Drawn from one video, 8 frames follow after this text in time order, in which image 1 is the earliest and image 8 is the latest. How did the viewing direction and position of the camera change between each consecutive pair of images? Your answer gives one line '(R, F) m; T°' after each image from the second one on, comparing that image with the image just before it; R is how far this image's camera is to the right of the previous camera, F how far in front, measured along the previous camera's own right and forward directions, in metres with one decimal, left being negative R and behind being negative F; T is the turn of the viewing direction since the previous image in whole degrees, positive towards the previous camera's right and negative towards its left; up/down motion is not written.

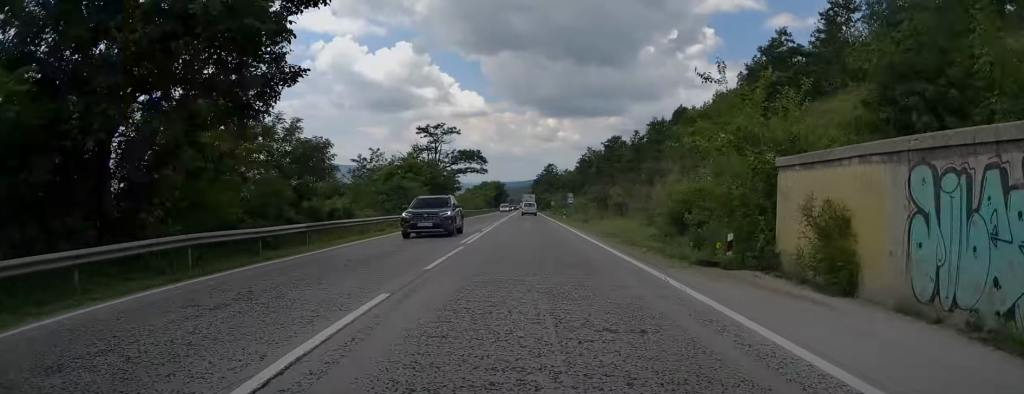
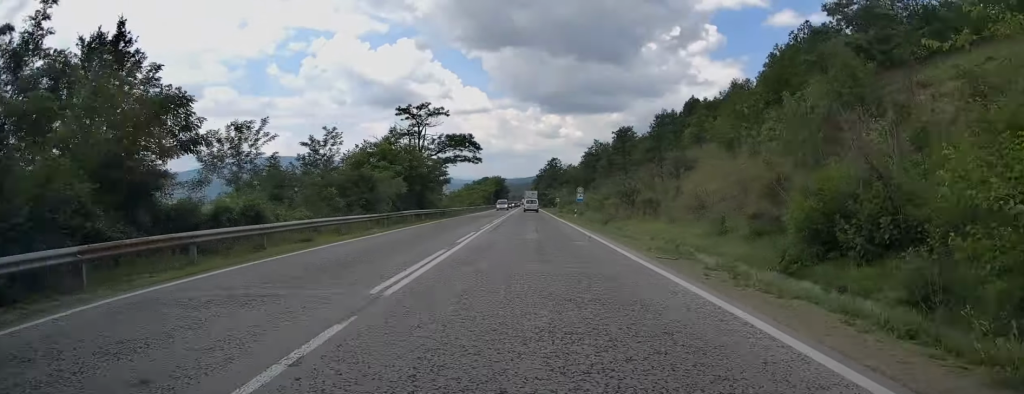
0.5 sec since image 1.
(0.0, +11.1) m; 0°
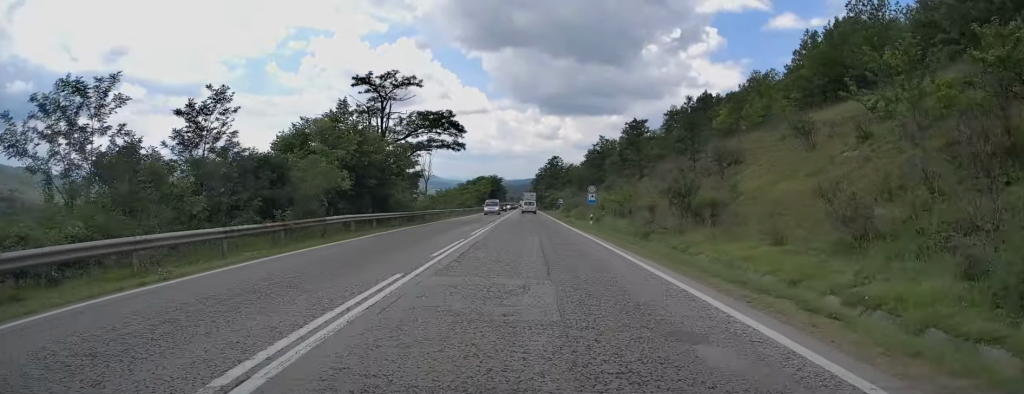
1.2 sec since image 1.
(0.0, +13.6) m; 0°
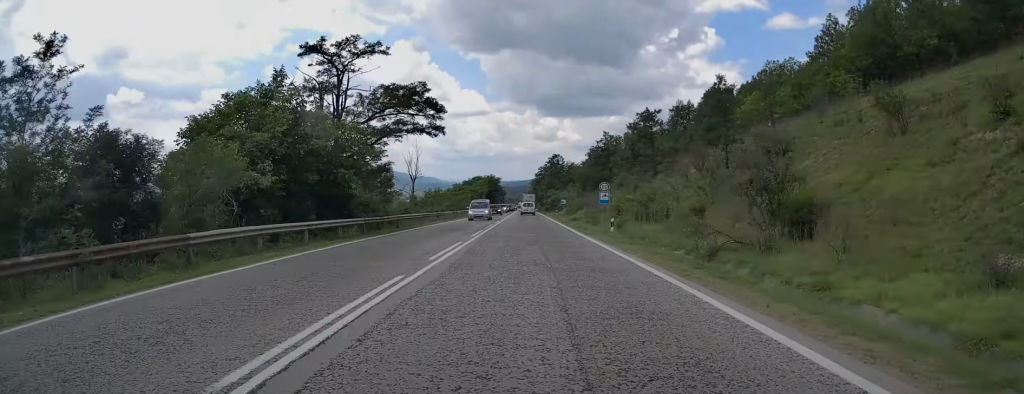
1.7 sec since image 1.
(0.0, +9.4) m; 0°
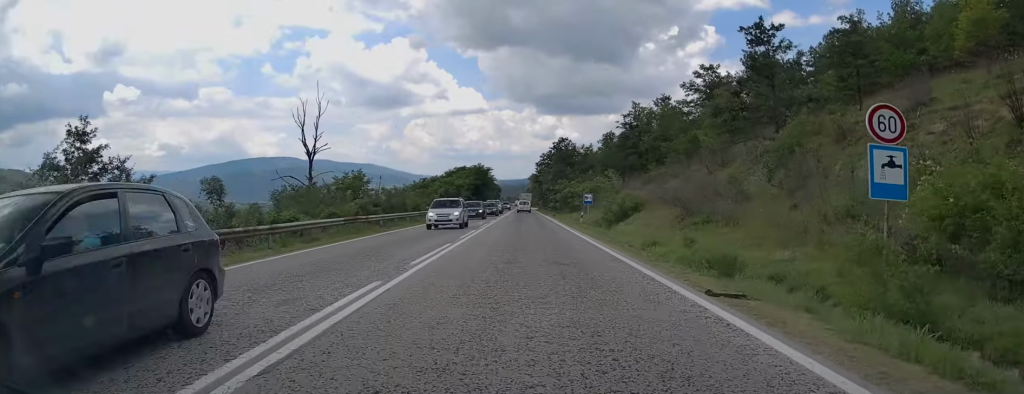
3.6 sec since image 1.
(0.0, +36.4) m; 0°
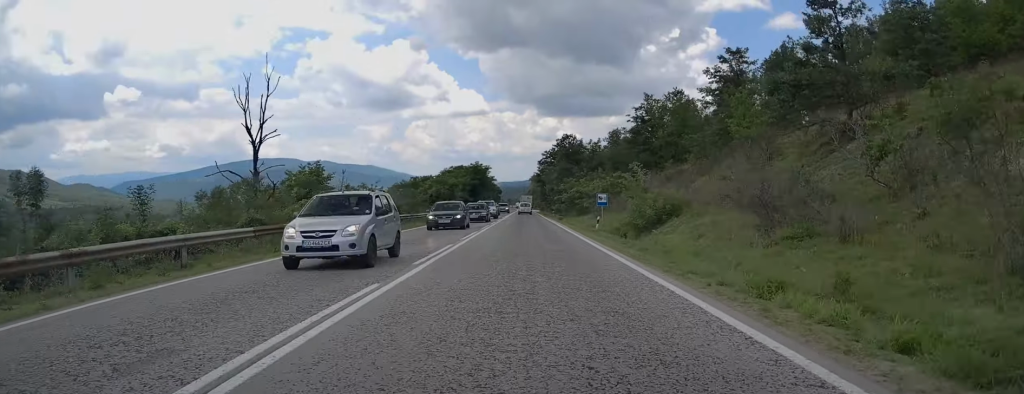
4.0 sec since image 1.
(0.0, +8.7) m; 0°
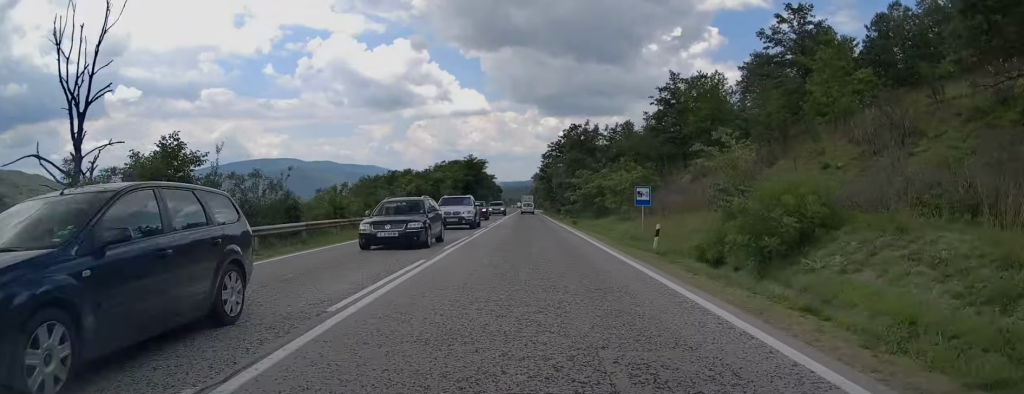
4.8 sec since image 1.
(0.0, +14.3) m; 0°
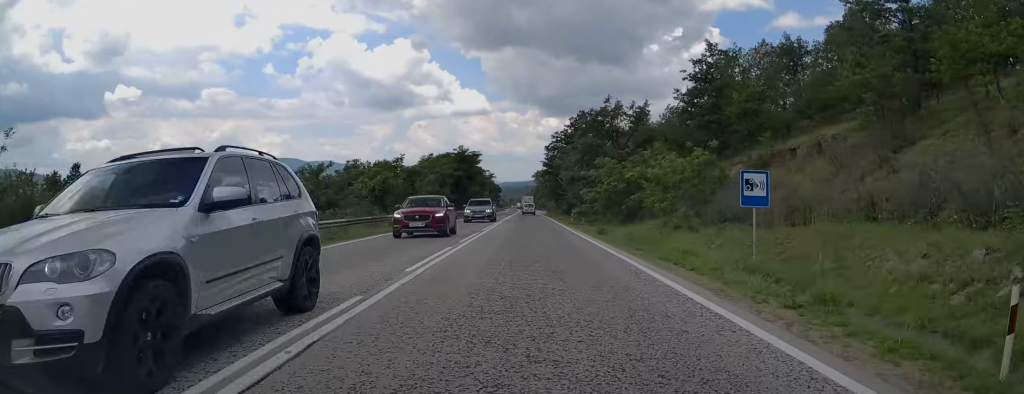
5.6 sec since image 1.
(0.0, +14.2) m; -1°
